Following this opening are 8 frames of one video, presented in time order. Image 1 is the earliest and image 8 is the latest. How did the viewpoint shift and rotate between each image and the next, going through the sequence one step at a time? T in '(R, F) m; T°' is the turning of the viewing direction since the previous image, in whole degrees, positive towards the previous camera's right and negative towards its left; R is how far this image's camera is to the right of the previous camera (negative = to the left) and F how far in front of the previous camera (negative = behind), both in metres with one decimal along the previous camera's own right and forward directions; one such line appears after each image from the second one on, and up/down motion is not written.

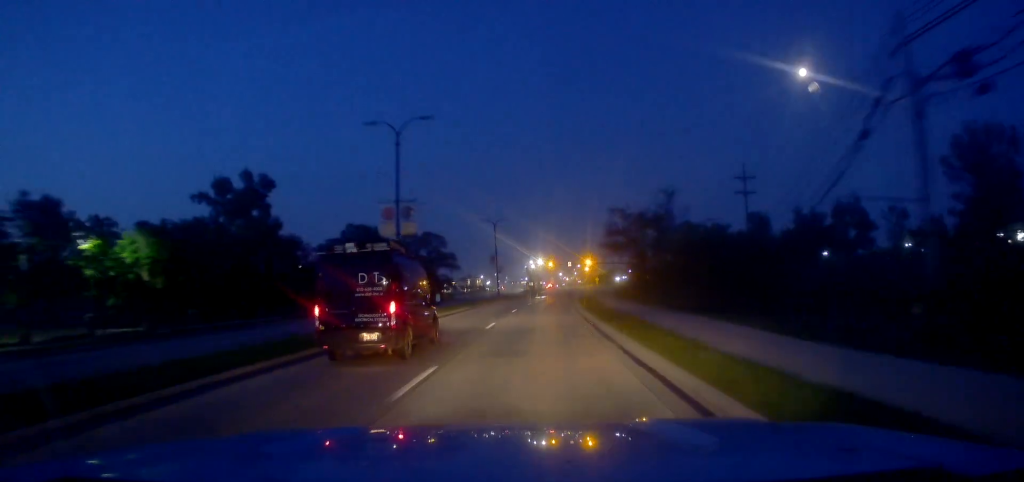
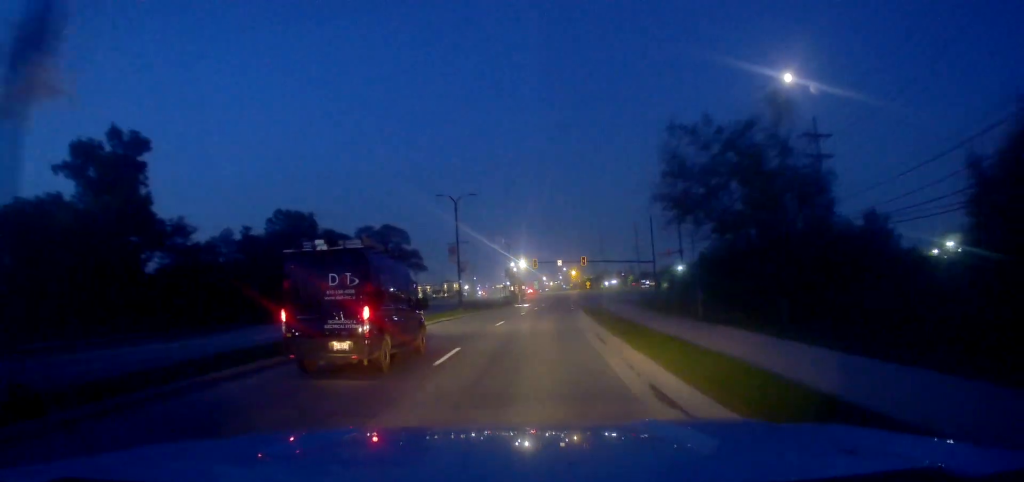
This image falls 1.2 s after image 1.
(+0.6, +24.9) m; +2°
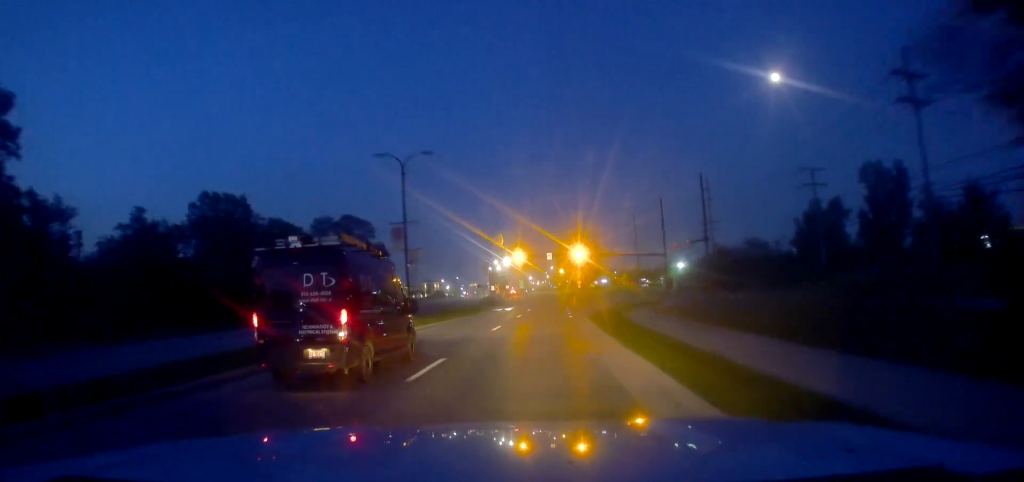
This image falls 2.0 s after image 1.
(+0.1, +17.4) m; 0°
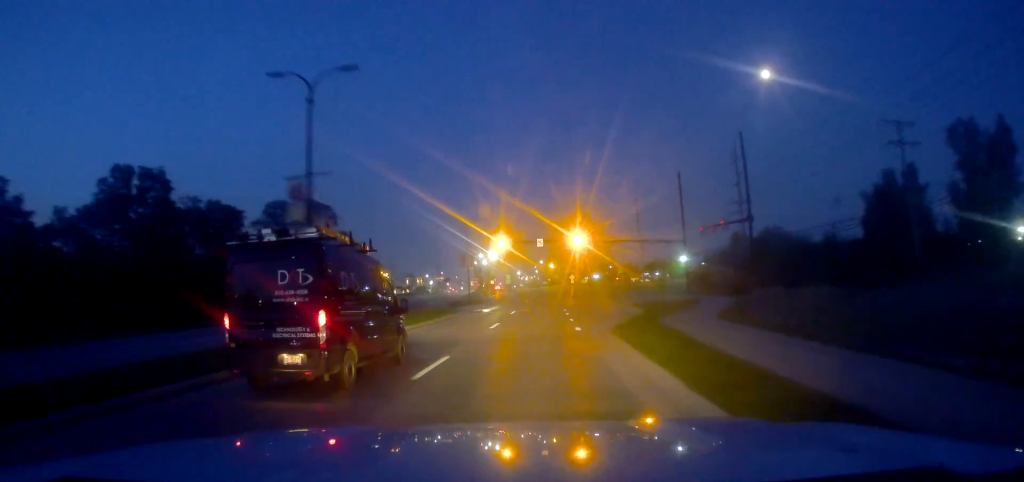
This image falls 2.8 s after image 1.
(0.0, +15.3) m; 0°
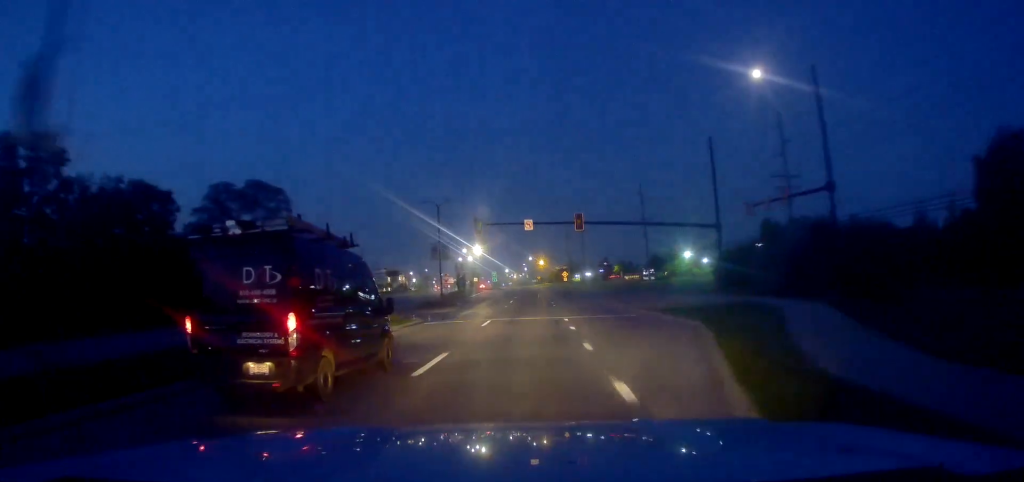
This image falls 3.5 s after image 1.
(0.0, +14.6) m; +1°
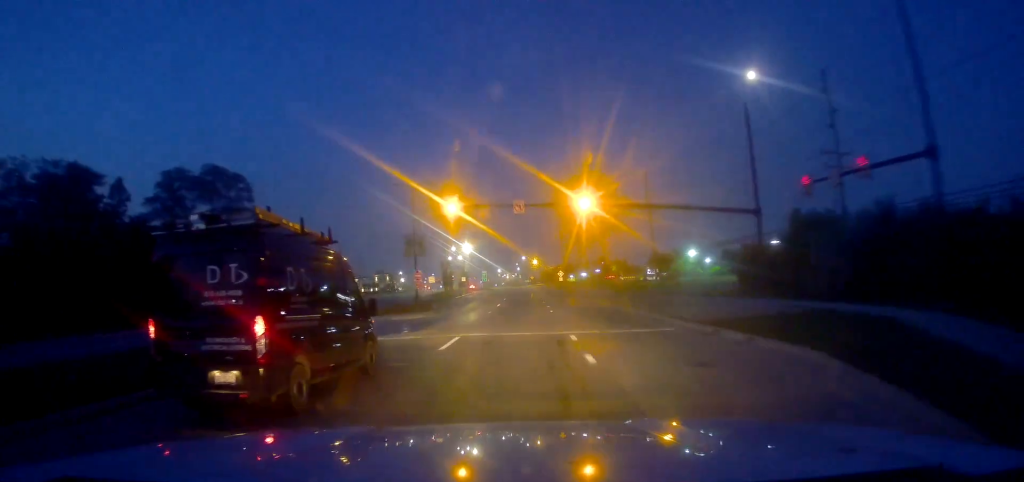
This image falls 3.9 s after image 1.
(+0.1, +9.7) m; +1°
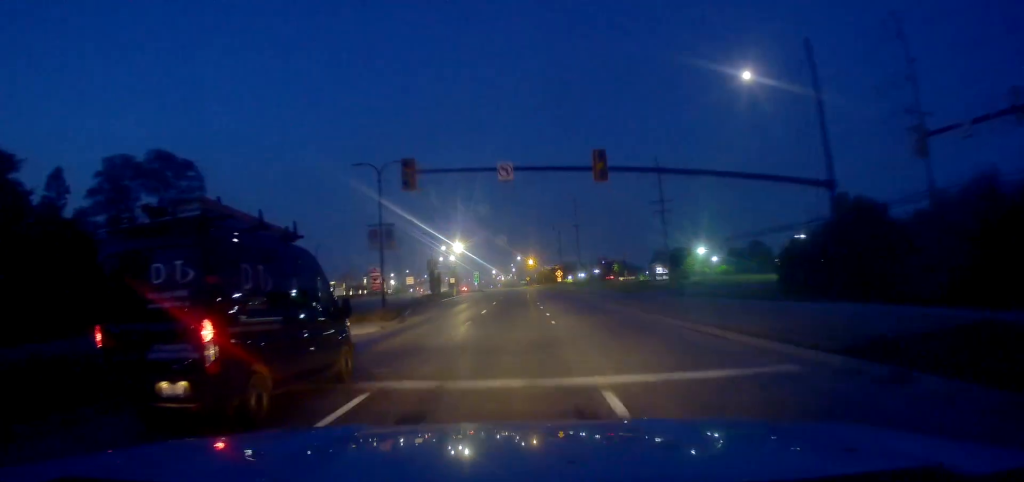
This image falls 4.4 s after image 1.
(+0.1, +10.4) m; +1°
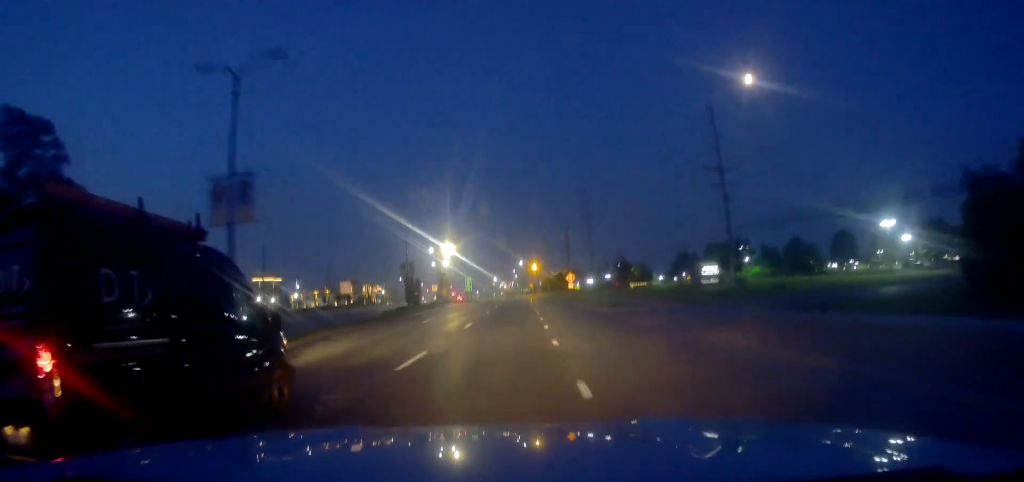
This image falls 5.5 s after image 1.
(+0.4, +22.2) m; +1°
